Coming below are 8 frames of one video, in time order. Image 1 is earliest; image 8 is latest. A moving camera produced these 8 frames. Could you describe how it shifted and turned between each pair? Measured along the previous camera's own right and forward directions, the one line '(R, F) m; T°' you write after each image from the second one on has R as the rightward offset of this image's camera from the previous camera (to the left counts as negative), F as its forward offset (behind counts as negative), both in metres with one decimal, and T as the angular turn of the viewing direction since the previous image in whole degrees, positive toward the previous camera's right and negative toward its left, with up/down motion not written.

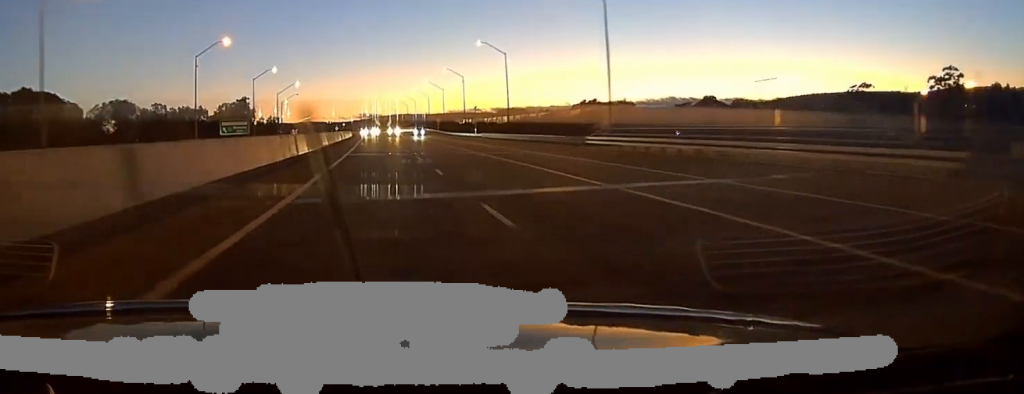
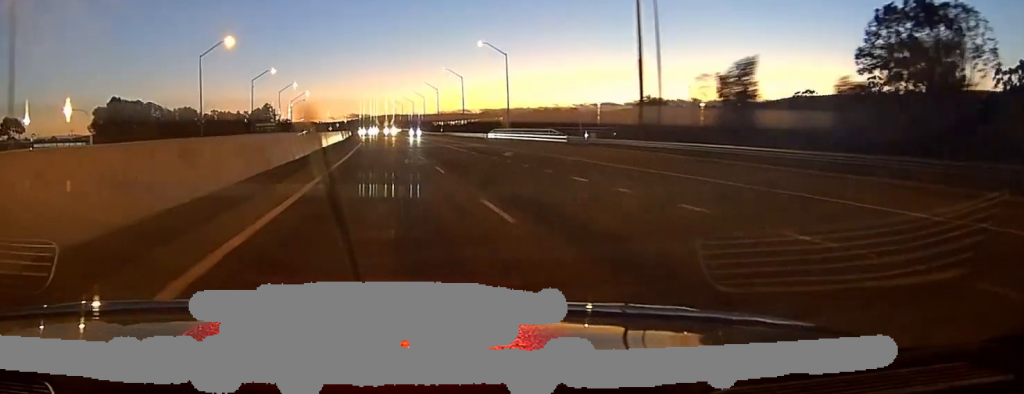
(+1.1, +47.5) m; +2°
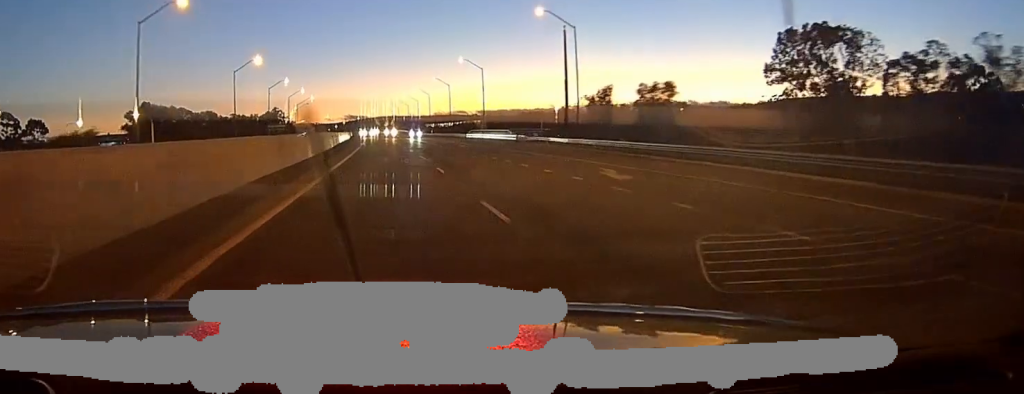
(-0.1, +24.1) m; 0°
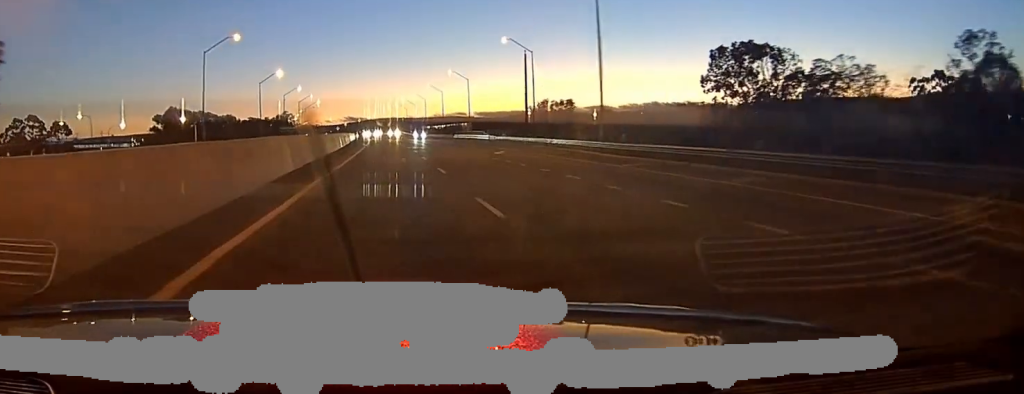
(-0.2, +24.8) m; 0°
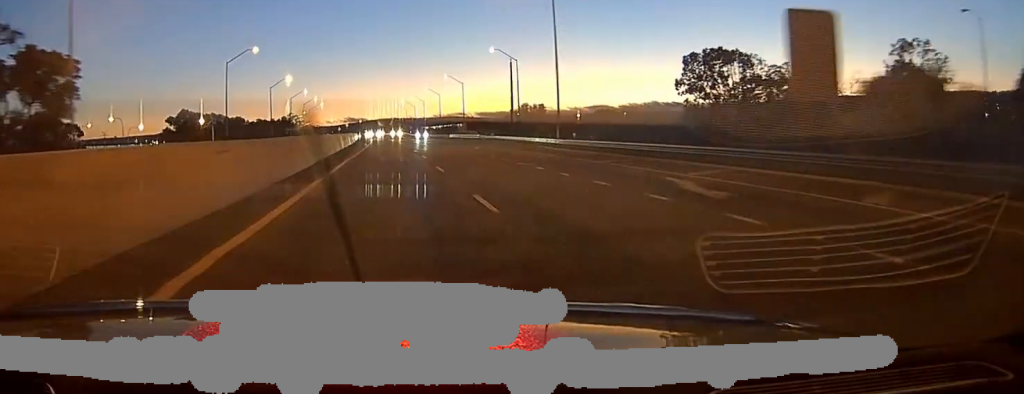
(+0.1, +12.9) m; 0°
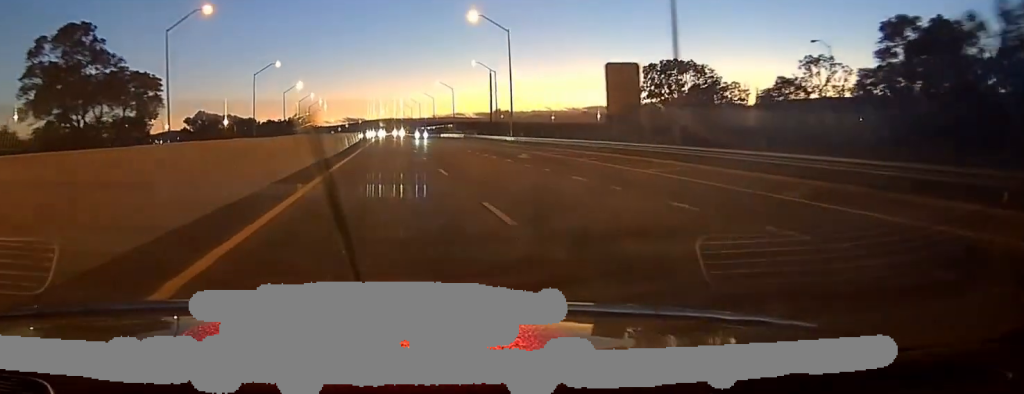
(+0.1, +22.5) m; 0°
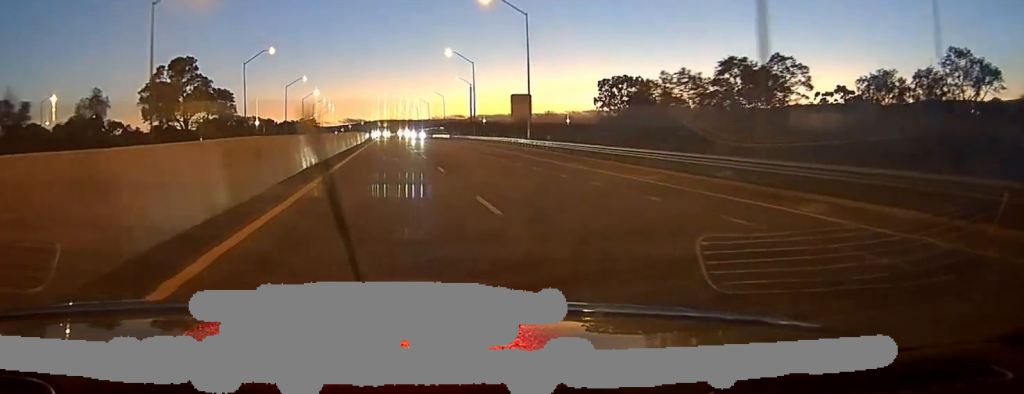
(-0.3, +37.3) m; 0°
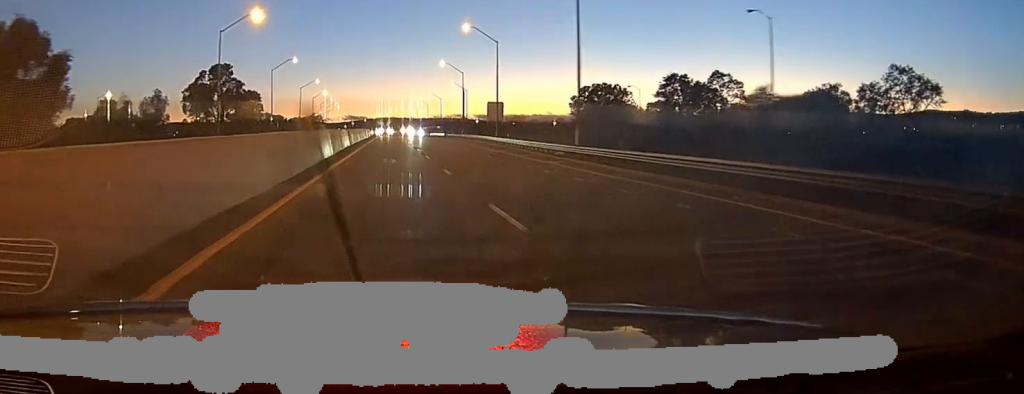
(+0.5, +22.5) m; 0°
